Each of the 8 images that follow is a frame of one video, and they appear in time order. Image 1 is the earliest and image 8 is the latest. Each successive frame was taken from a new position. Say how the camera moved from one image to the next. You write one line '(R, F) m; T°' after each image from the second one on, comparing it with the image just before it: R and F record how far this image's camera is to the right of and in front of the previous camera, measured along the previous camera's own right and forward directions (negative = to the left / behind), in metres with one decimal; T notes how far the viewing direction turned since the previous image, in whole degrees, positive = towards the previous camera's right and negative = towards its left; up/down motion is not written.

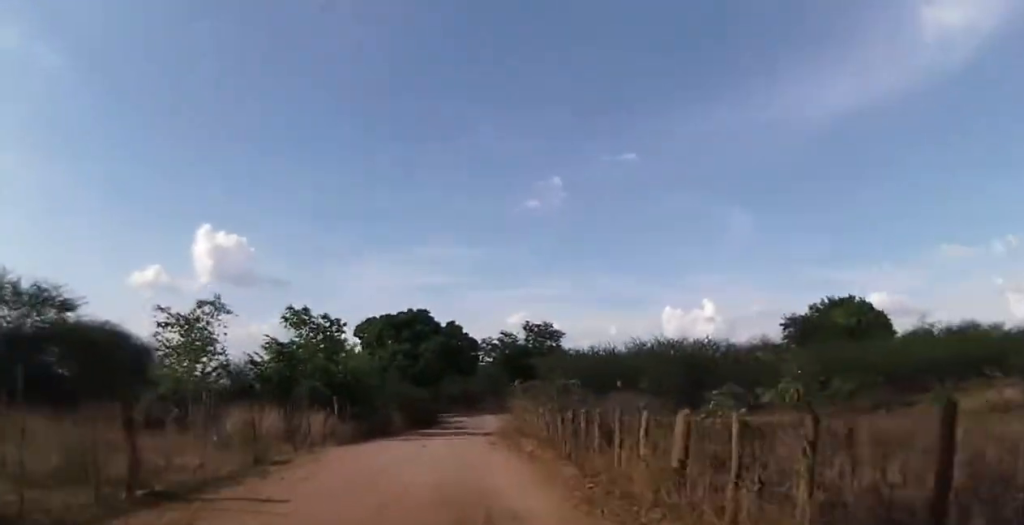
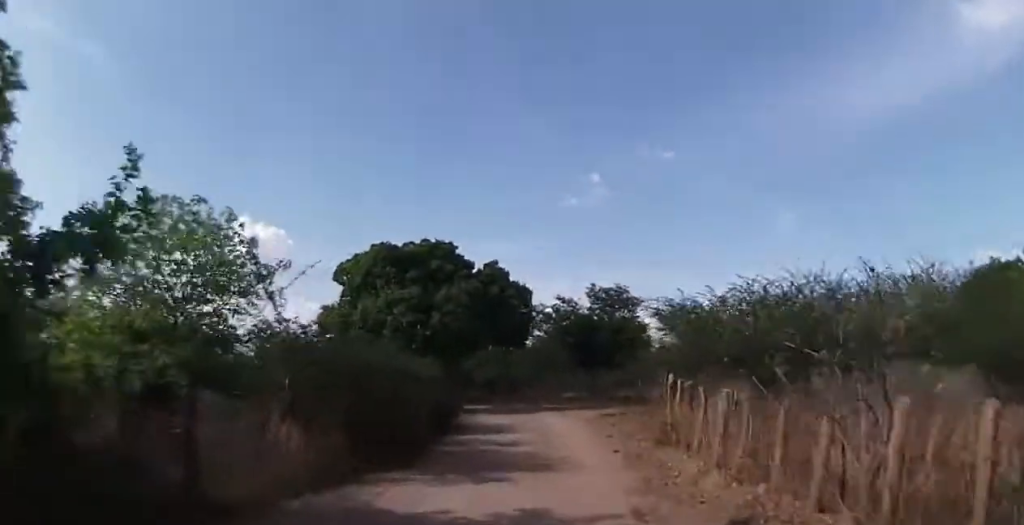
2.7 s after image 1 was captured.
(-1.5, +22.2) m; -12°
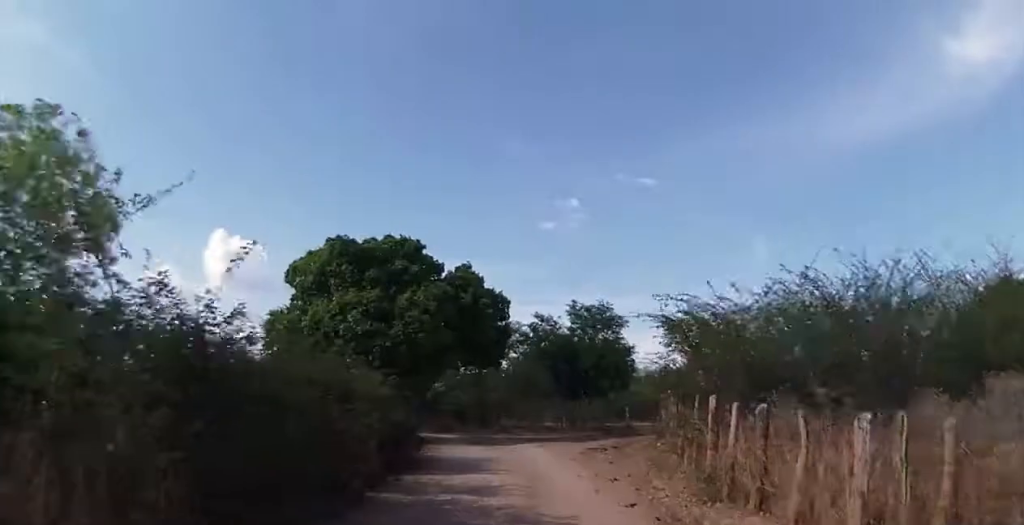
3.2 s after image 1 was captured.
(-0.2, +4.4) m; -2°
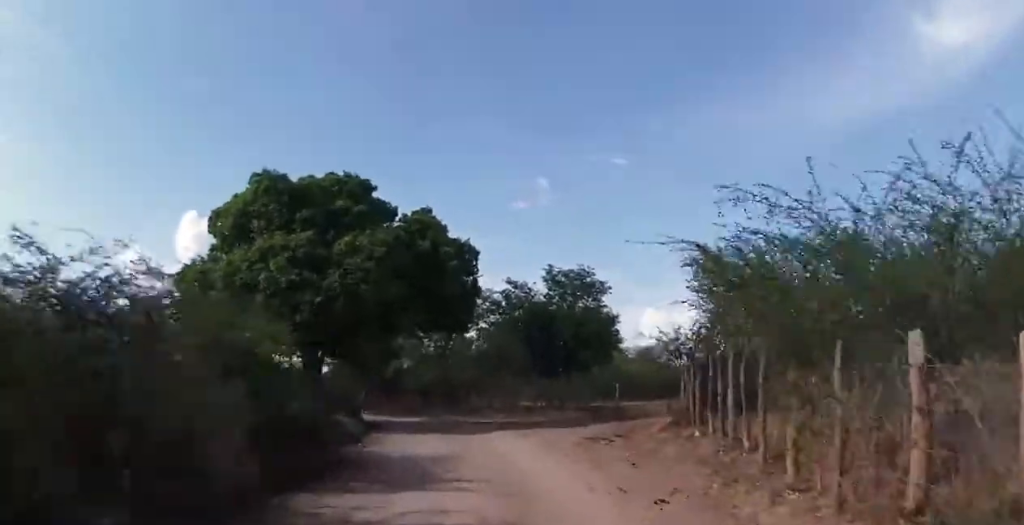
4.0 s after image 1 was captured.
(-0.1, +6.2) m; +1°
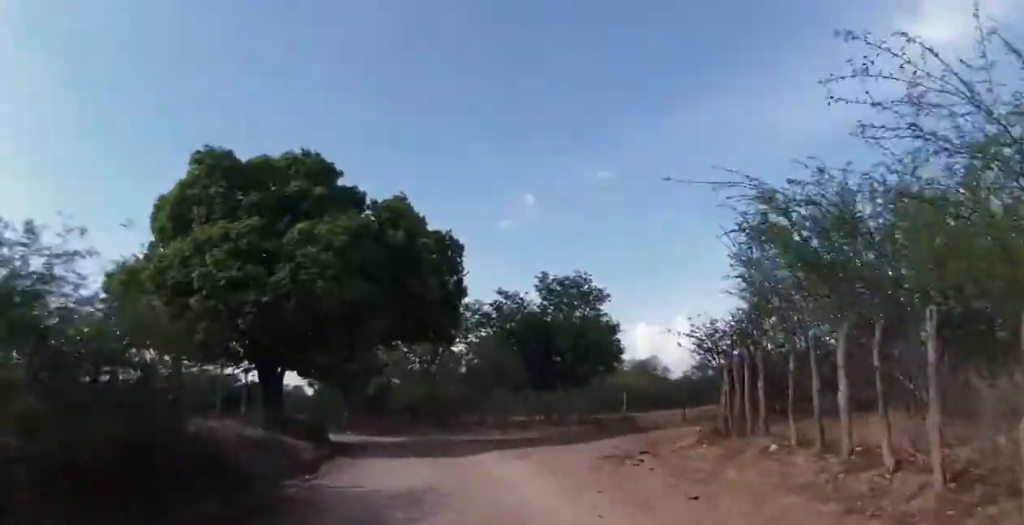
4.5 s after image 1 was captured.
(-0.1, +4.2) m; +2°
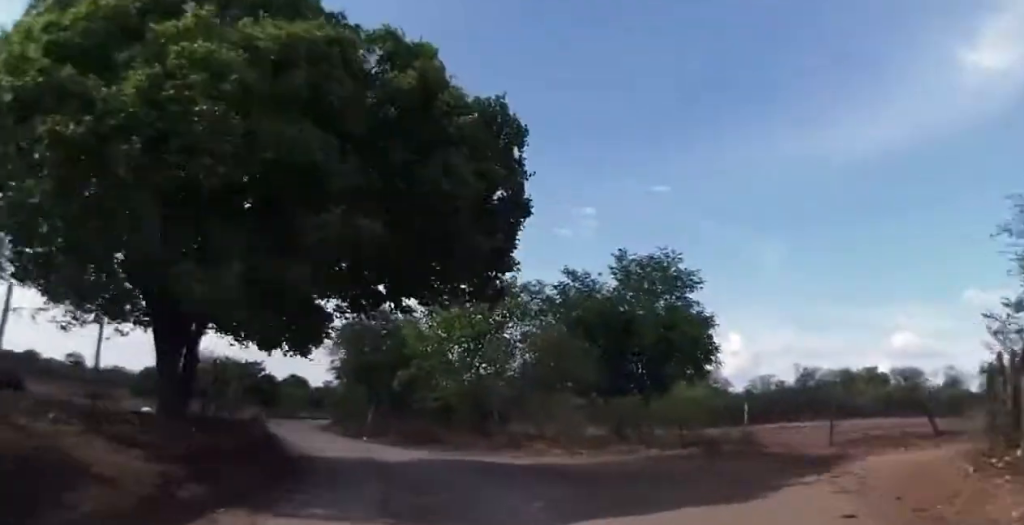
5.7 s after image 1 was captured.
(+0.7, +10.4) m; +4°
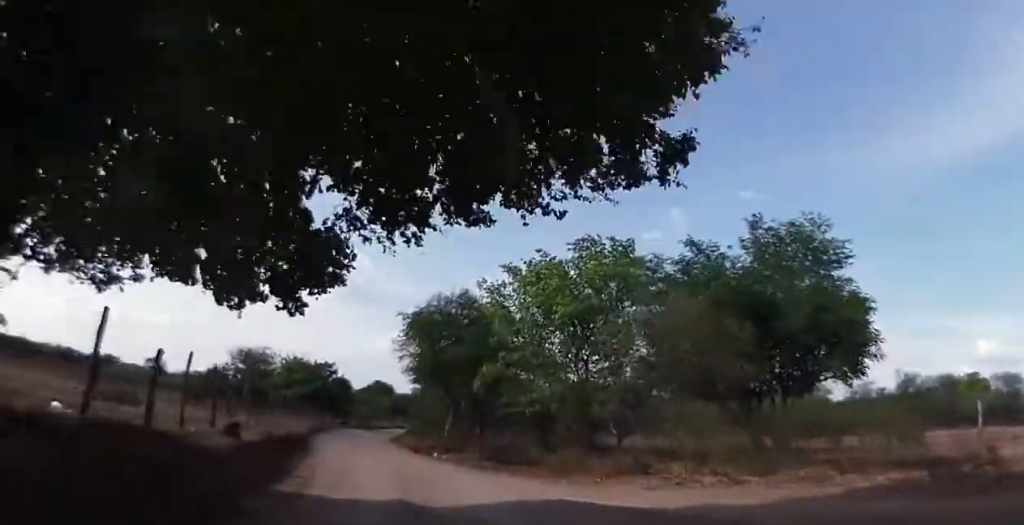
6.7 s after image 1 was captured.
(0.0, +7.8) m; -1°
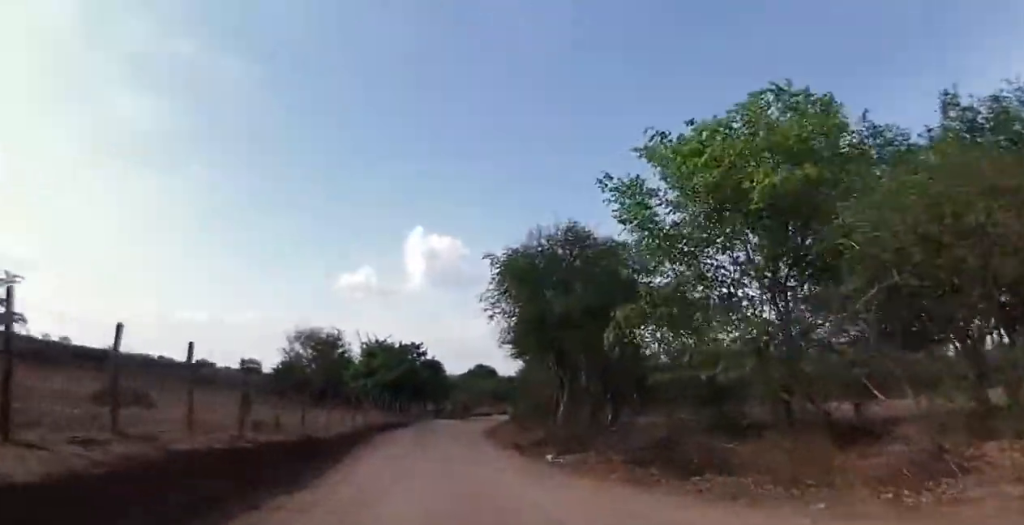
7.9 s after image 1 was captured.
(-0.3, +8.9) m; -6°
